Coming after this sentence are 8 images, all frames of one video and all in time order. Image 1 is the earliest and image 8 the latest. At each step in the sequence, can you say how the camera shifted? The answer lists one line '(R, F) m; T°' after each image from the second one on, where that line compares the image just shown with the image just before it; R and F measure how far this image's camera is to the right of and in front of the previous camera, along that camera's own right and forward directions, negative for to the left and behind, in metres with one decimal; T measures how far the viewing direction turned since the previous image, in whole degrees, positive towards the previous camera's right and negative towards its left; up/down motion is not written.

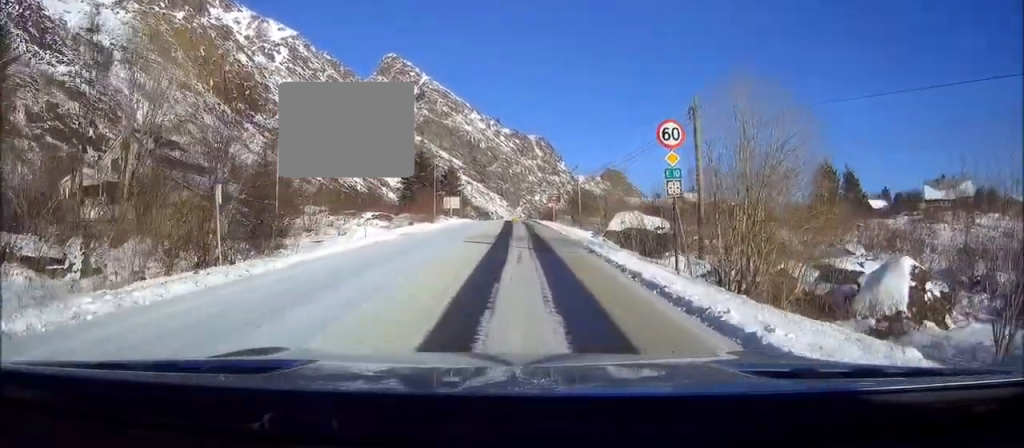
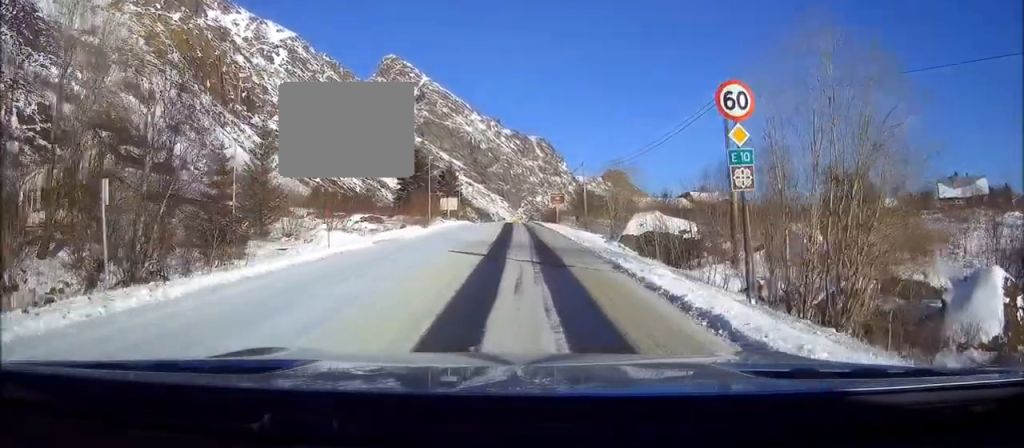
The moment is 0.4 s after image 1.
(0.0, +5.9) m; 0°
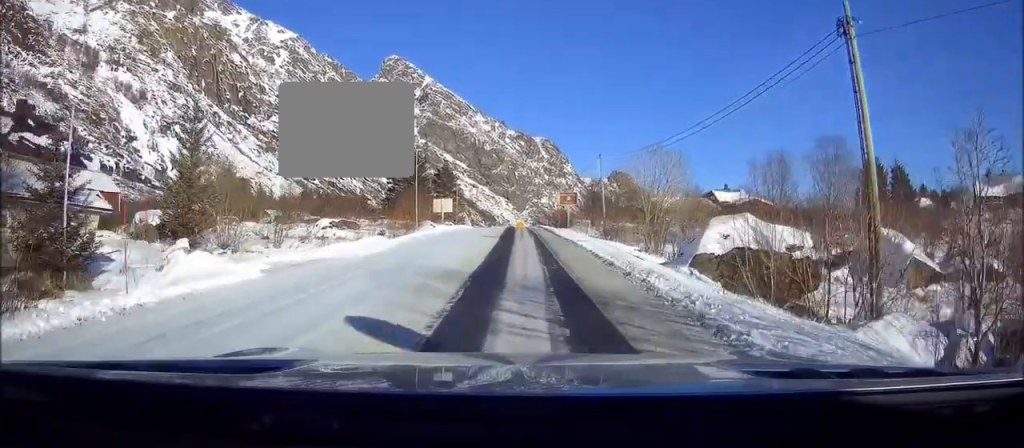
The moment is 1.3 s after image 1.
(0.0, +13.3) m; 0°
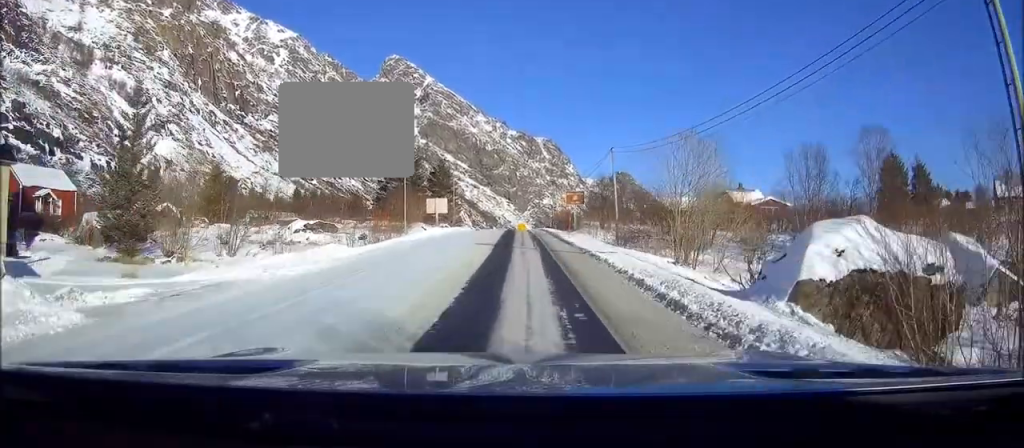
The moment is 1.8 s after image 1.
(0.0, +7.5) m; 0°
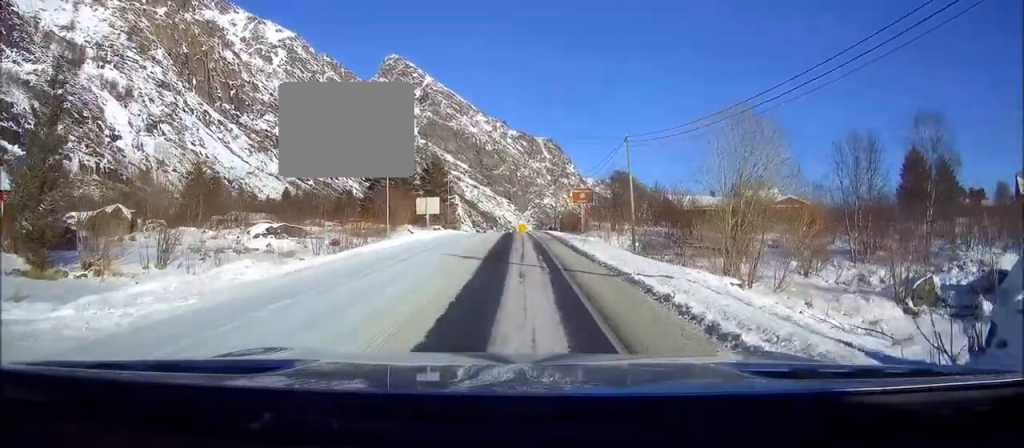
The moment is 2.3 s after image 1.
(0.0, +8.0) m; 0°
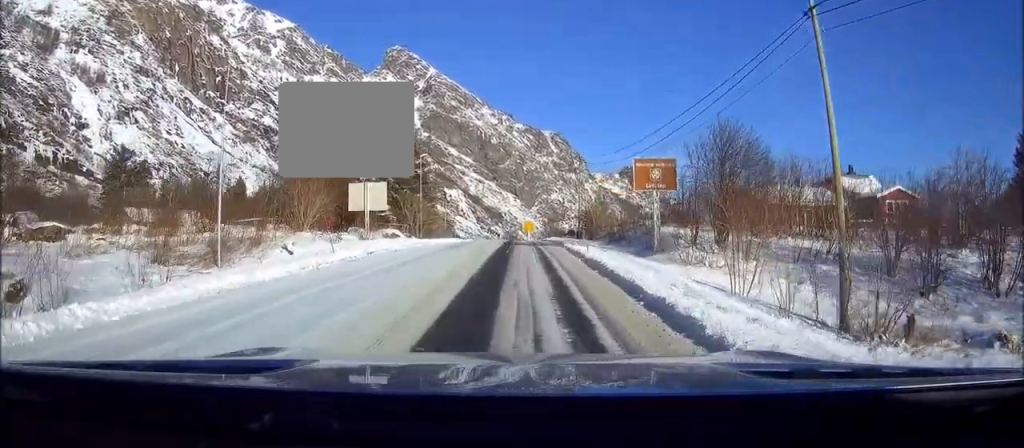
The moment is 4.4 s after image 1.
(0.0, +31.1) m; 0°
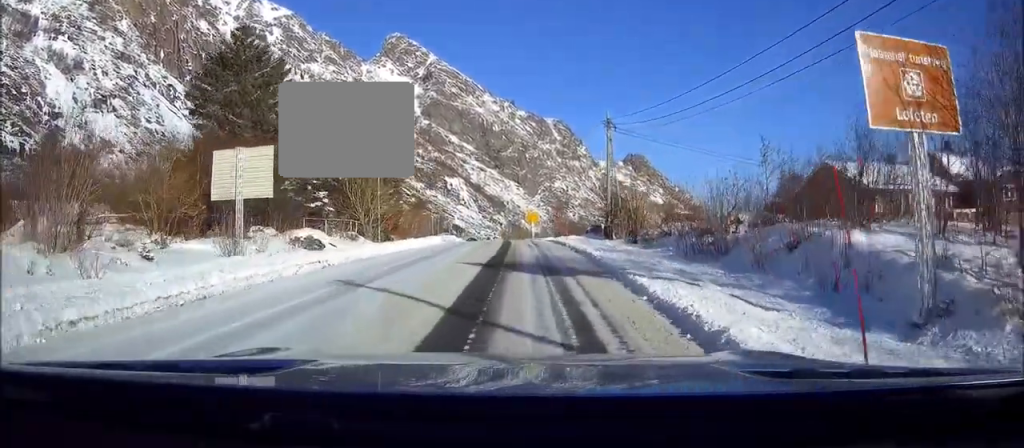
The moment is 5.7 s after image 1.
(0.0, +20.0) m; 0°
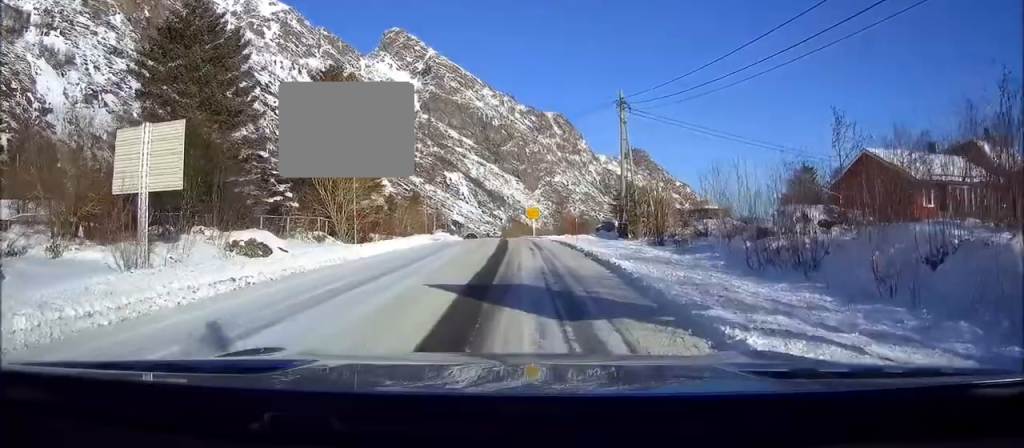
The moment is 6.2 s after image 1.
(0.0, +6.5) m; 0°
